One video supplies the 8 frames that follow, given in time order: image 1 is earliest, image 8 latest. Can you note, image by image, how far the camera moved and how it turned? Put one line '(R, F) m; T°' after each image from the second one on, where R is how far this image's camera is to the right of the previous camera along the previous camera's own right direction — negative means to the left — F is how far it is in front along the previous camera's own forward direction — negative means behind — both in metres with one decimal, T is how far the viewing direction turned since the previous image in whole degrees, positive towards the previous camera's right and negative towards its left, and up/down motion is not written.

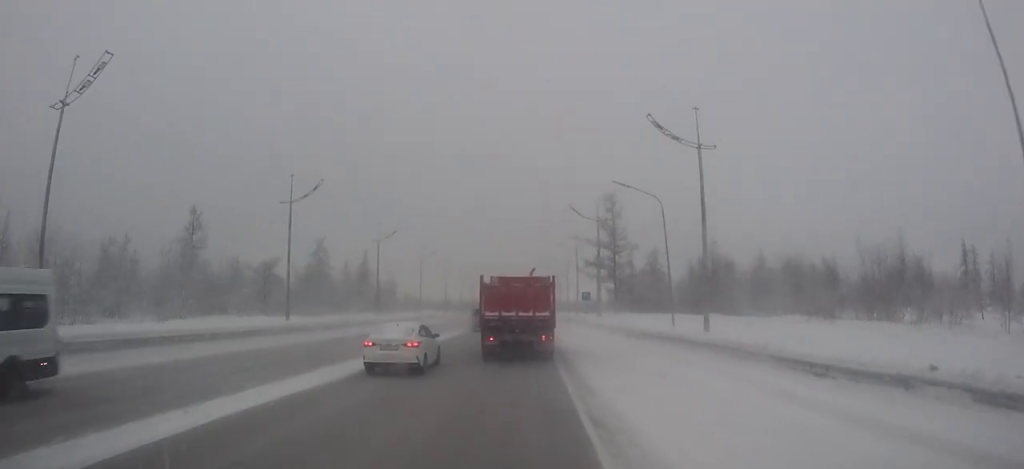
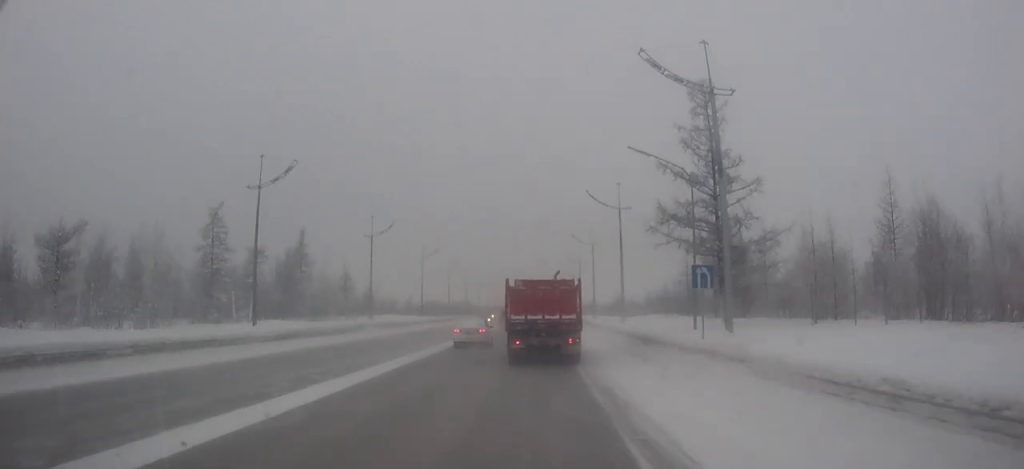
(-0.2, +31.6) m; 0°
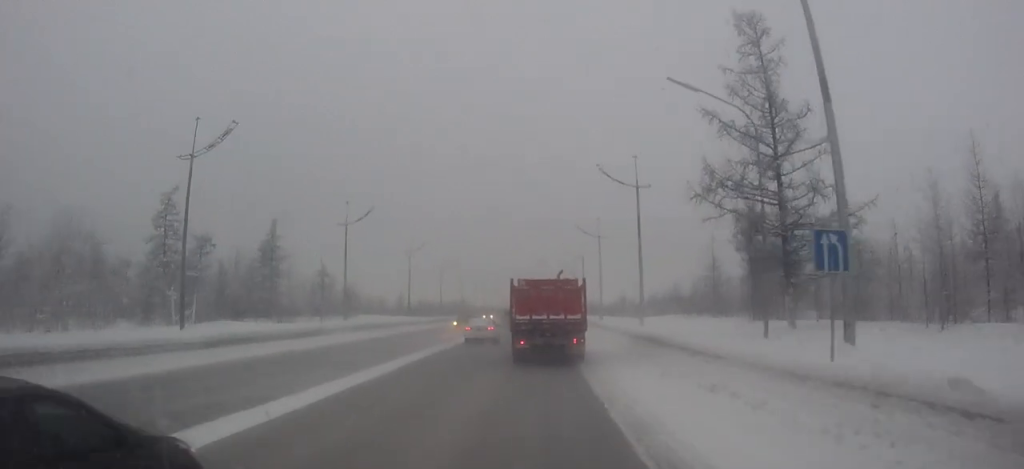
(0.0, +8.0) m; 0°
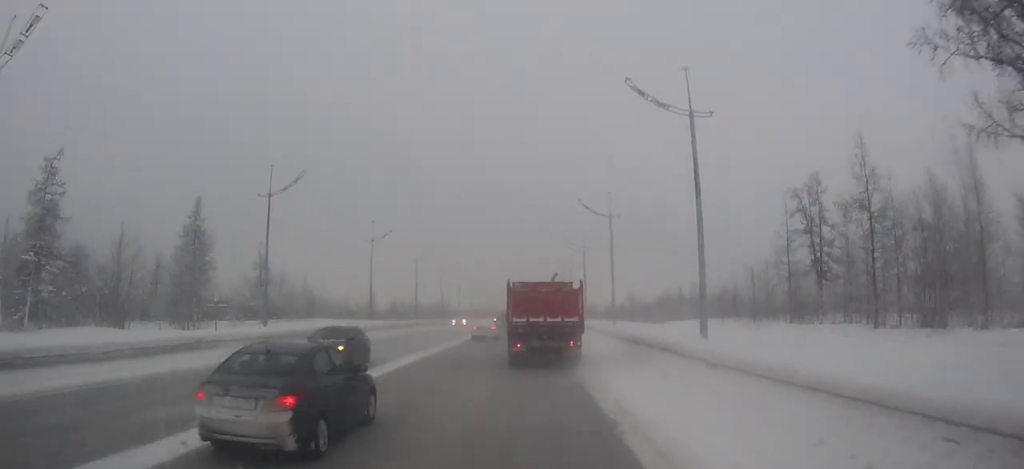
(0.0, +14.6) m; 0°
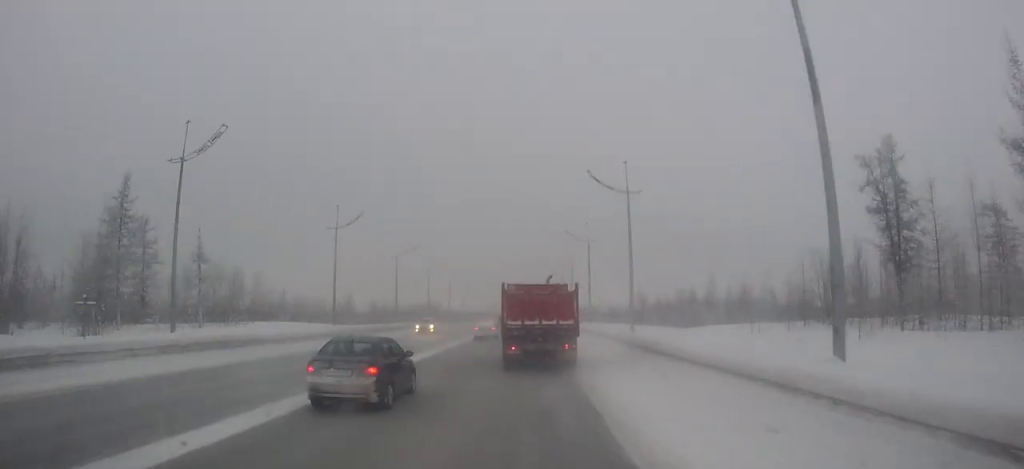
(0.0, +10.4) m; 0°
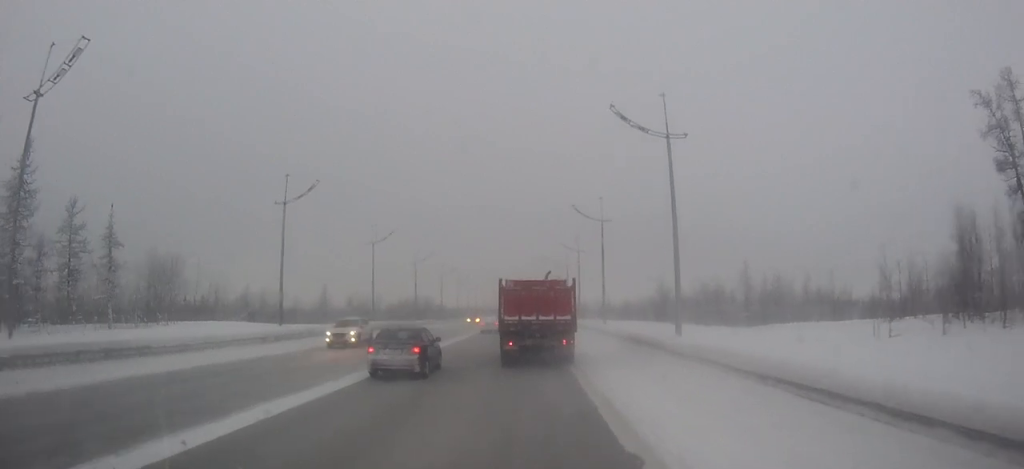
(0.0, +11.4) m; 0°
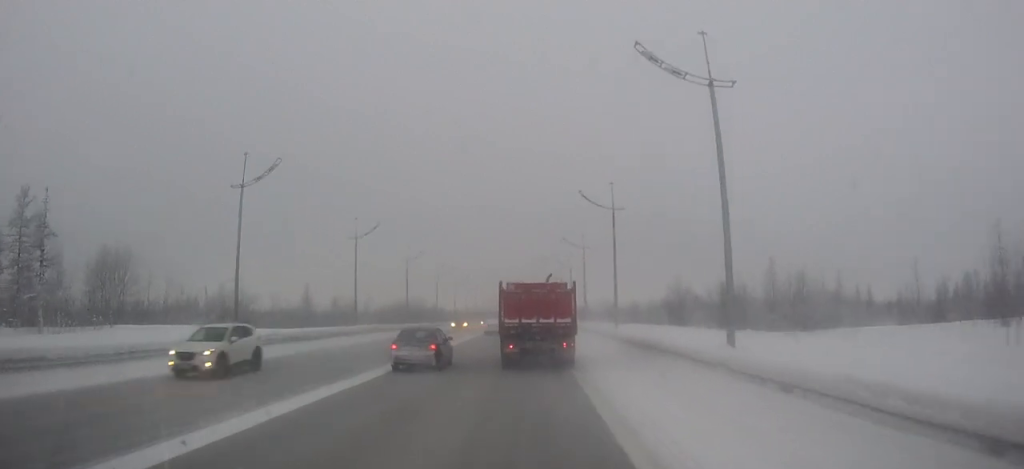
(0.0, +6.7) m; 0°
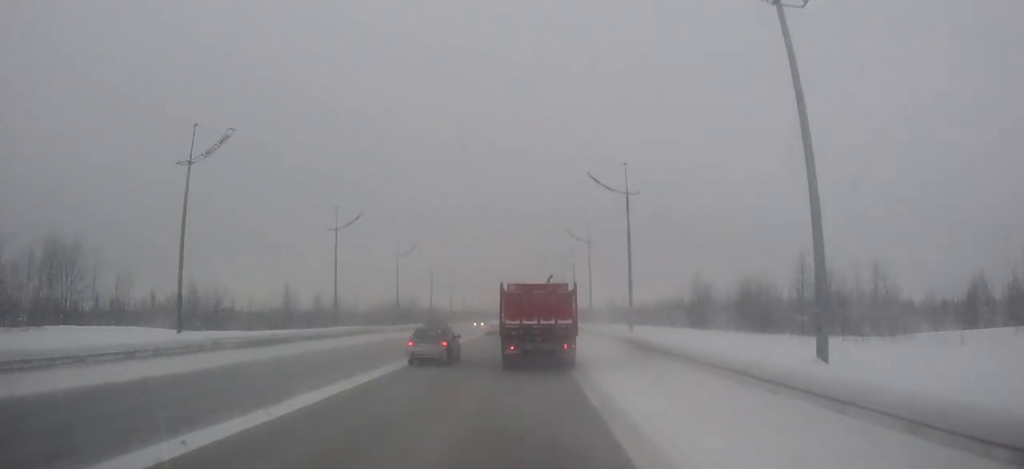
(0.0, +6.3) m; 0°
